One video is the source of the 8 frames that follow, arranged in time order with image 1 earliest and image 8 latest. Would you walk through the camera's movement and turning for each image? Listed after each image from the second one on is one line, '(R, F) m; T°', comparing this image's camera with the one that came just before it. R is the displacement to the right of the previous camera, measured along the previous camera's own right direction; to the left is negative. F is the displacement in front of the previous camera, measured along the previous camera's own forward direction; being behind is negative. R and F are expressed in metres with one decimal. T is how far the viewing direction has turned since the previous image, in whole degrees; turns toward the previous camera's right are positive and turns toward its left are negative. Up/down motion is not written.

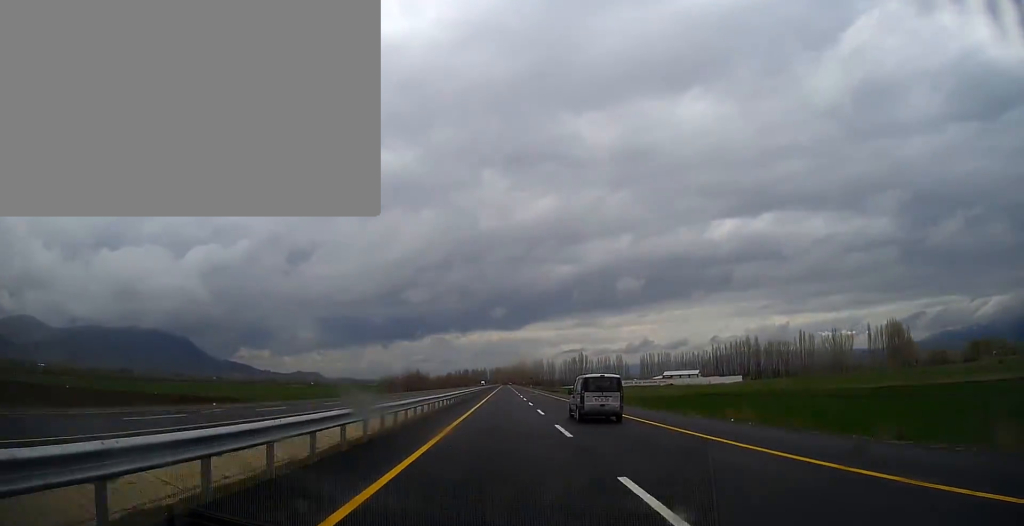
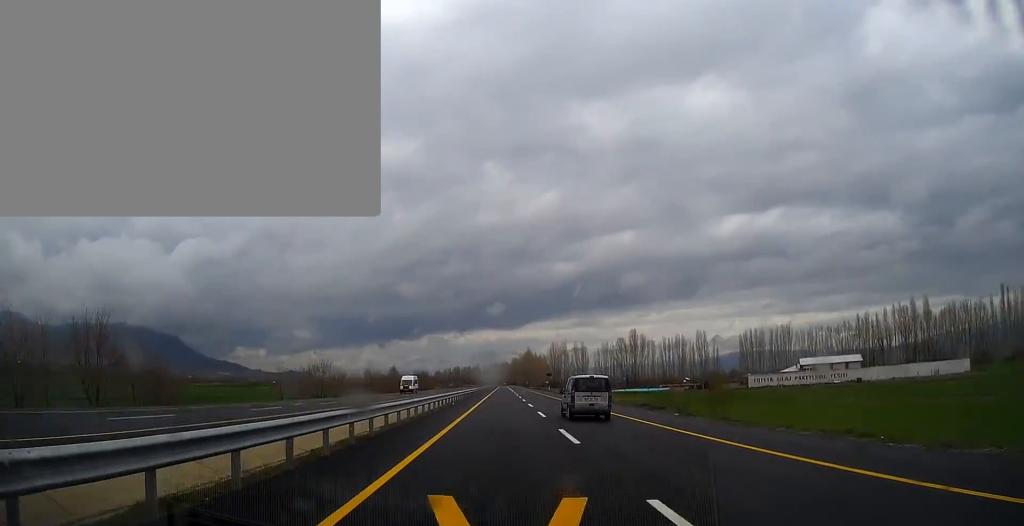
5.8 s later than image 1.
(+0.2, +125.9) m; 0°
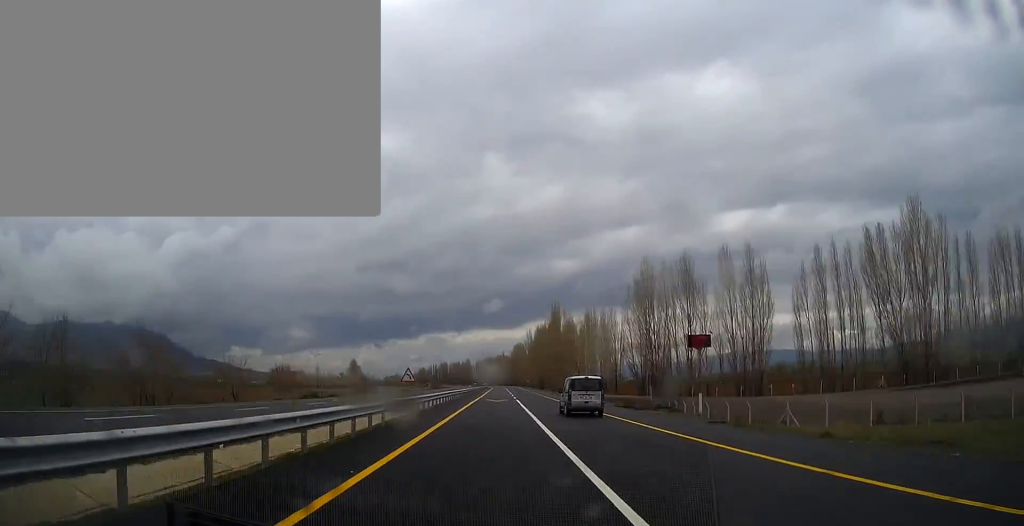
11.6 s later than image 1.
(+0.2, +135.5) m; 0°
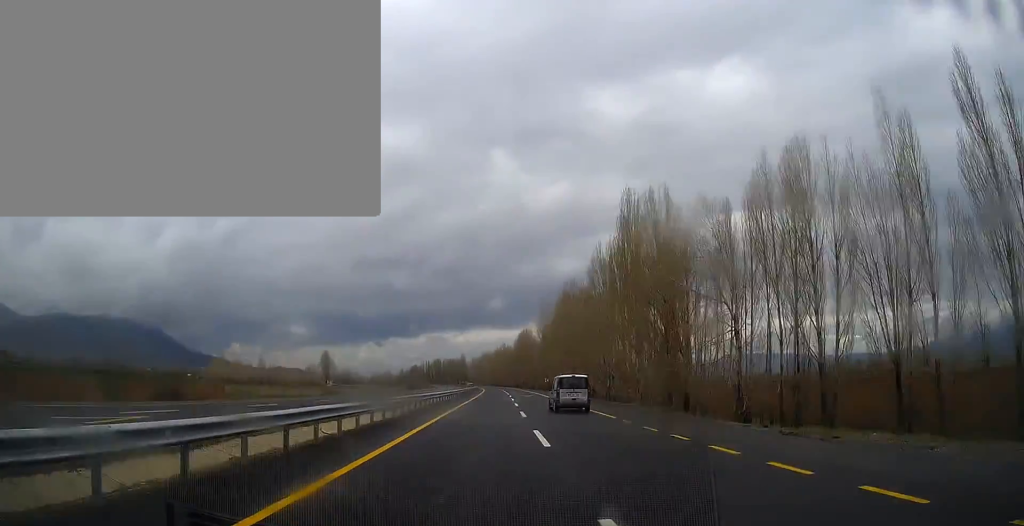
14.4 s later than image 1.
(+0.5, +97.6) m; 0°
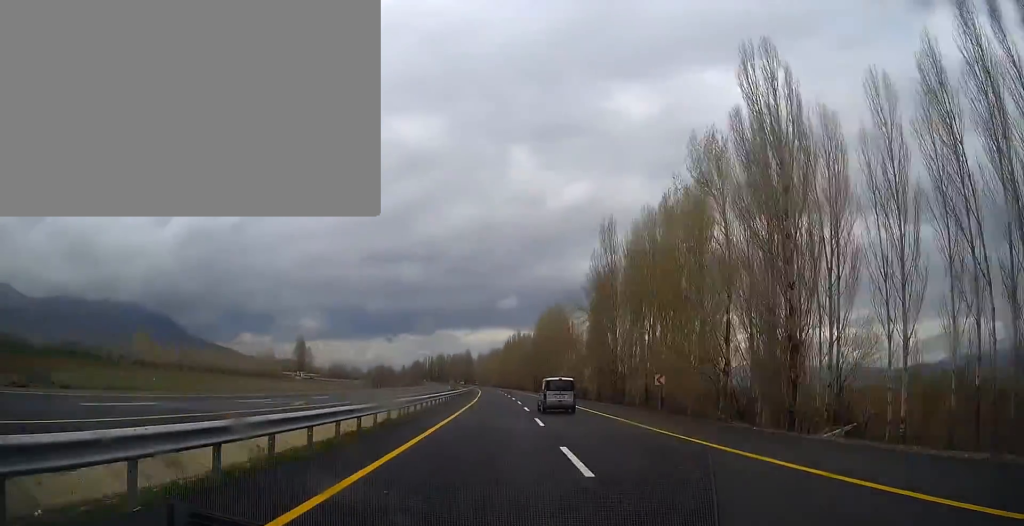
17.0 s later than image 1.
(-0.1, +98.4) m; -1°
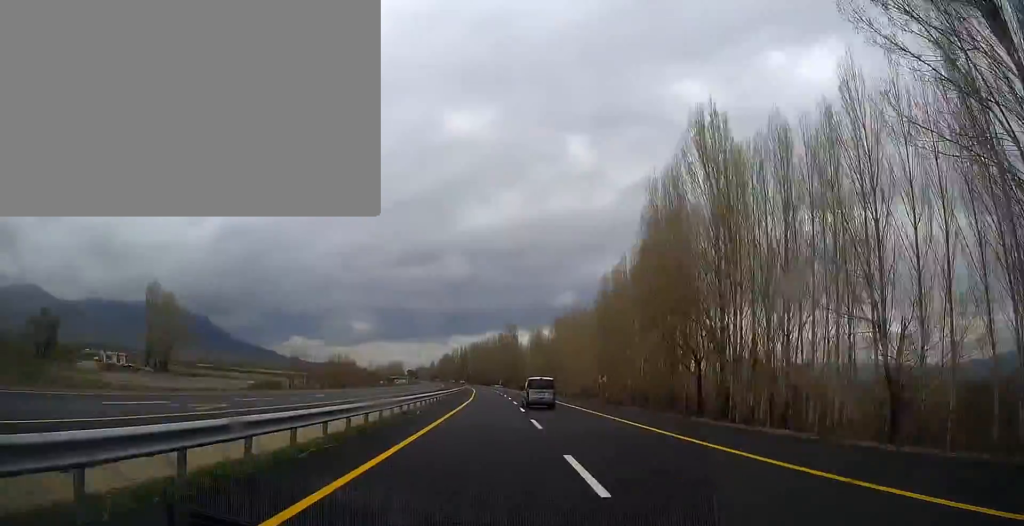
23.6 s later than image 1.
(-7.1, +269.7) m; -4°
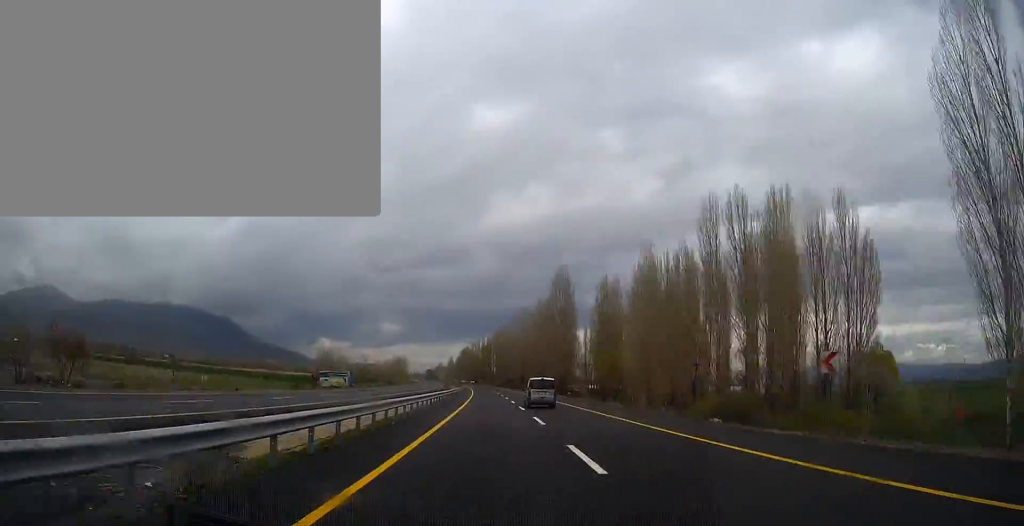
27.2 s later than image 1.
(-3.3, +130.5) m; -3°
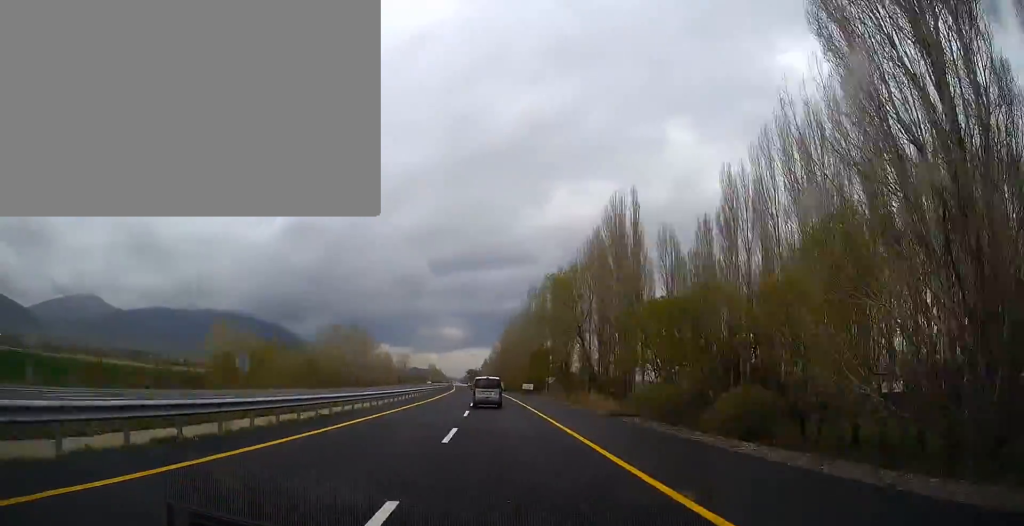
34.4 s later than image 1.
(-12.8, +217.4) m; -7°
